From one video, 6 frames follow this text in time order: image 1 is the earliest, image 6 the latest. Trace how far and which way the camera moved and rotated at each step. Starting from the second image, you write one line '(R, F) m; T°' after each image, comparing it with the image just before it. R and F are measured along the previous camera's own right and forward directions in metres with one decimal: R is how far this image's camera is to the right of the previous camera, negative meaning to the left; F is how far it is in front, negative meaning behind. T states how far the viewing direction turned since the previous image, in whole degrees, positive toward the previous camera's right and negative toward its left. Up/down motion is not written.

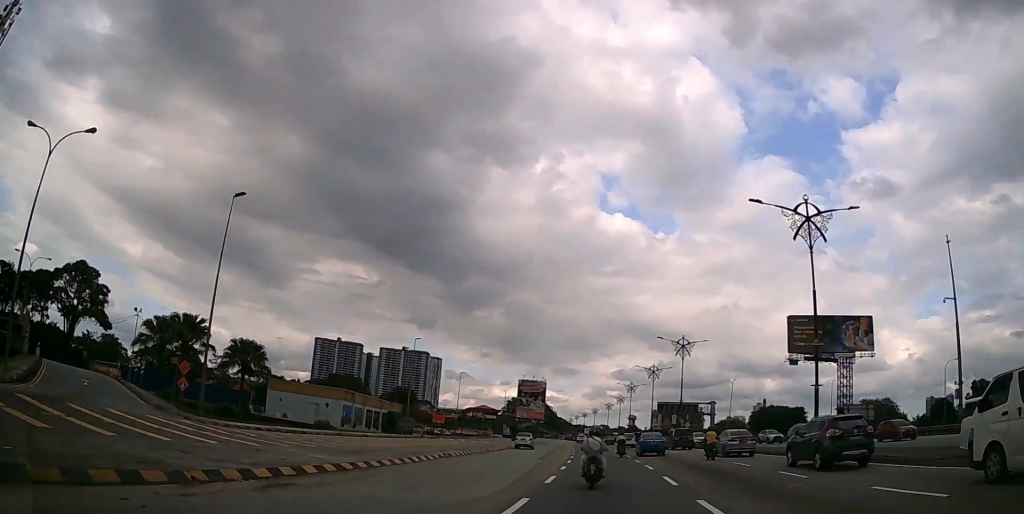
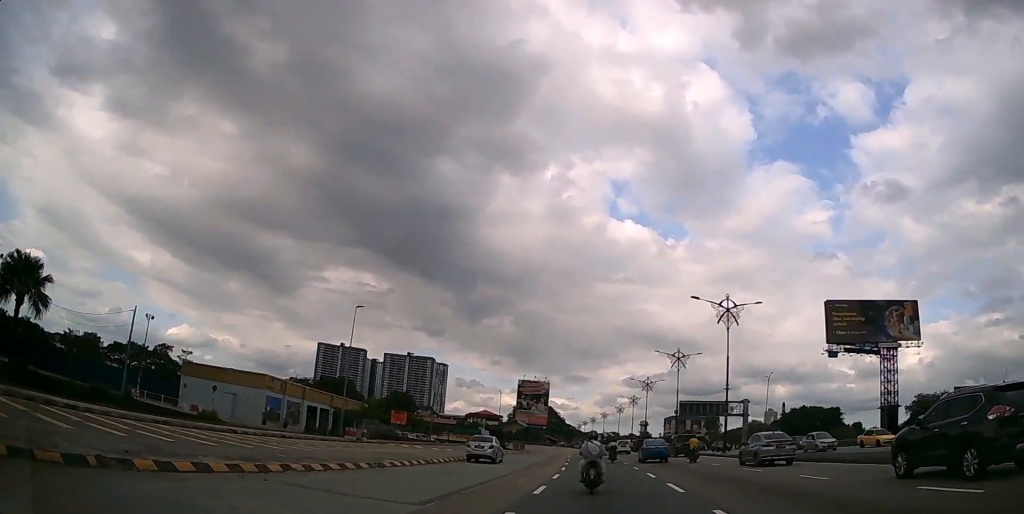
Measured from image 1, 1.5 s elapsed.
(-0.2, +20.2) m; -1°
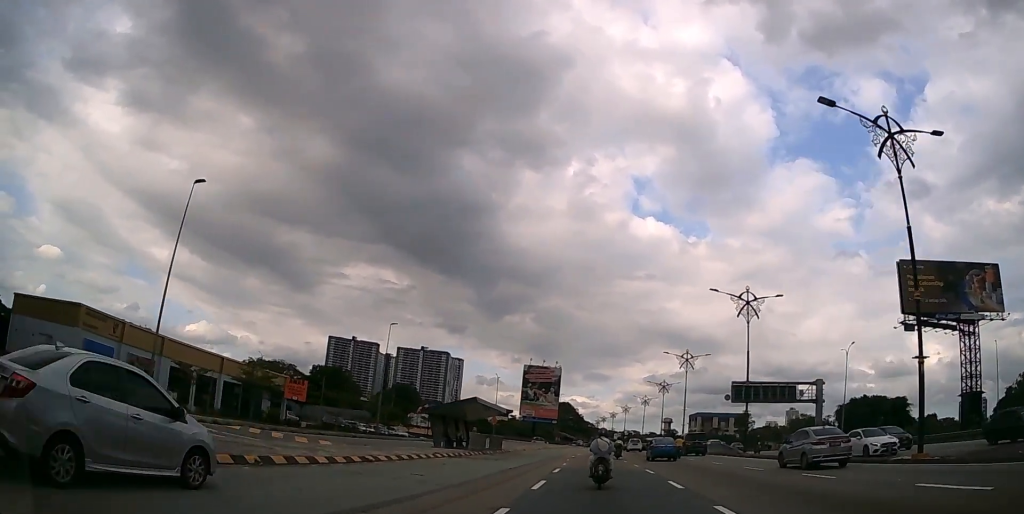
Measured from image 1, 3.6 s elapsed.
(-0.4, +27.0) m; -2°
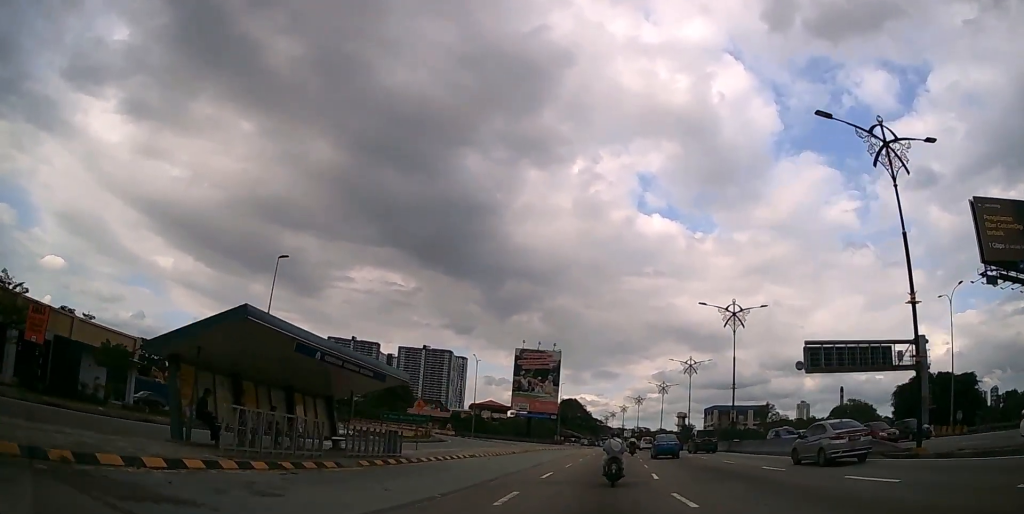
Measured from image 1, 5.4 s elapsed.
(-0.2, +23.5) m; -1°
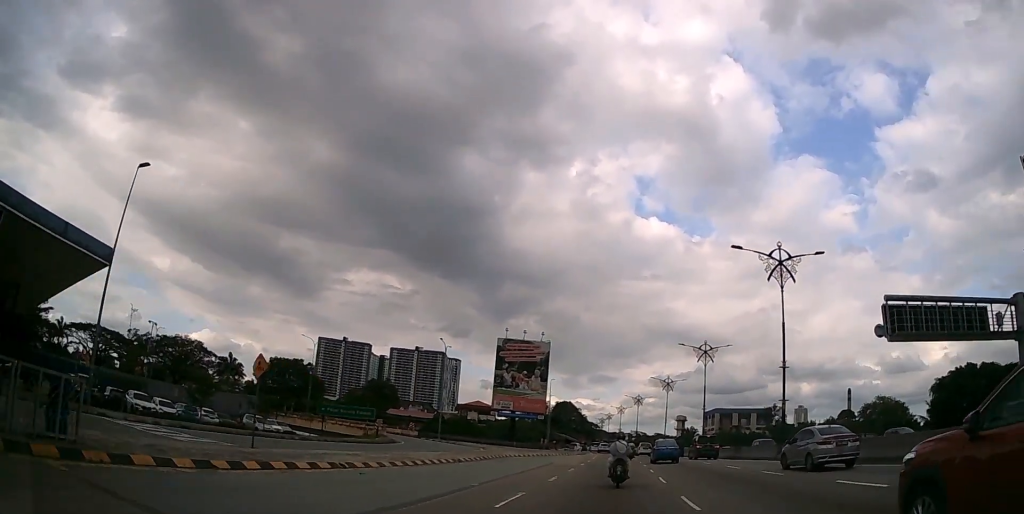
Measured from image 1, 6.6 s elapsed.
(0.0, +14.9) m; 0°
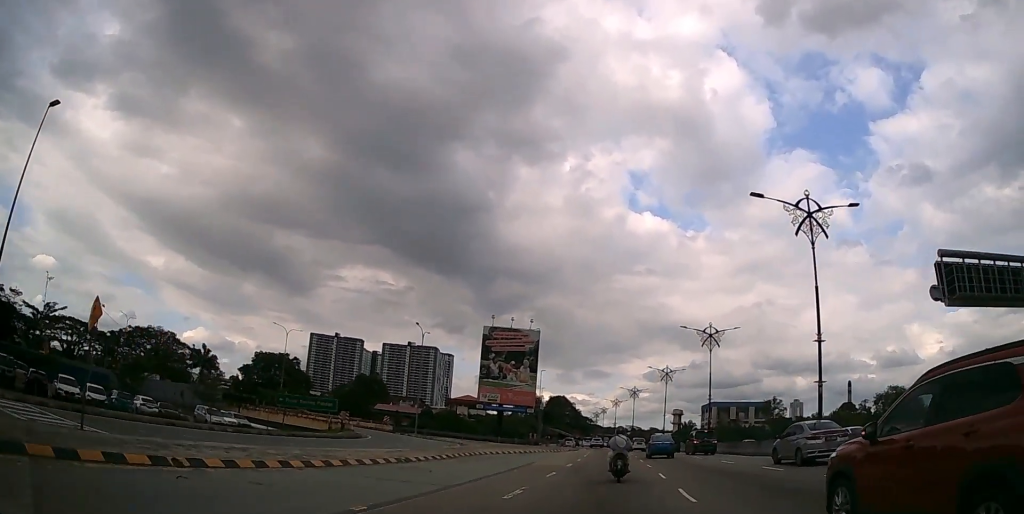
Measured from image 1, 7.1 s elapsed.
(0.0, +6.4) m; 0°
